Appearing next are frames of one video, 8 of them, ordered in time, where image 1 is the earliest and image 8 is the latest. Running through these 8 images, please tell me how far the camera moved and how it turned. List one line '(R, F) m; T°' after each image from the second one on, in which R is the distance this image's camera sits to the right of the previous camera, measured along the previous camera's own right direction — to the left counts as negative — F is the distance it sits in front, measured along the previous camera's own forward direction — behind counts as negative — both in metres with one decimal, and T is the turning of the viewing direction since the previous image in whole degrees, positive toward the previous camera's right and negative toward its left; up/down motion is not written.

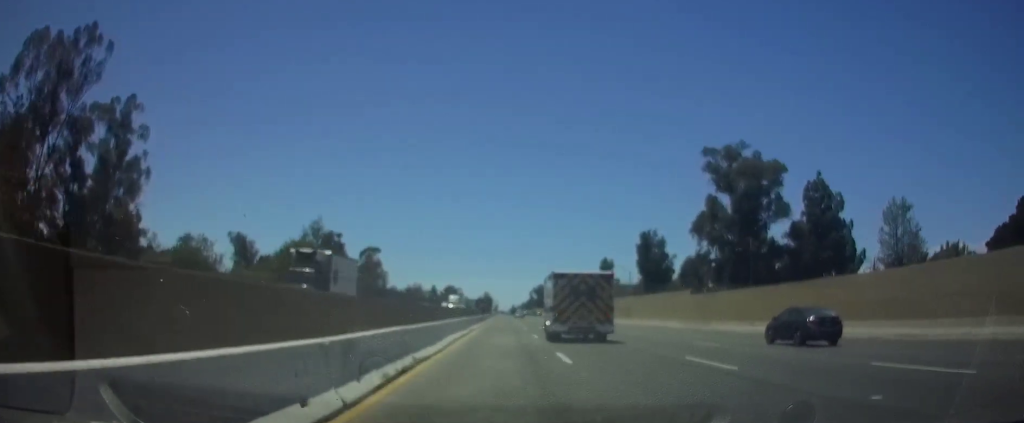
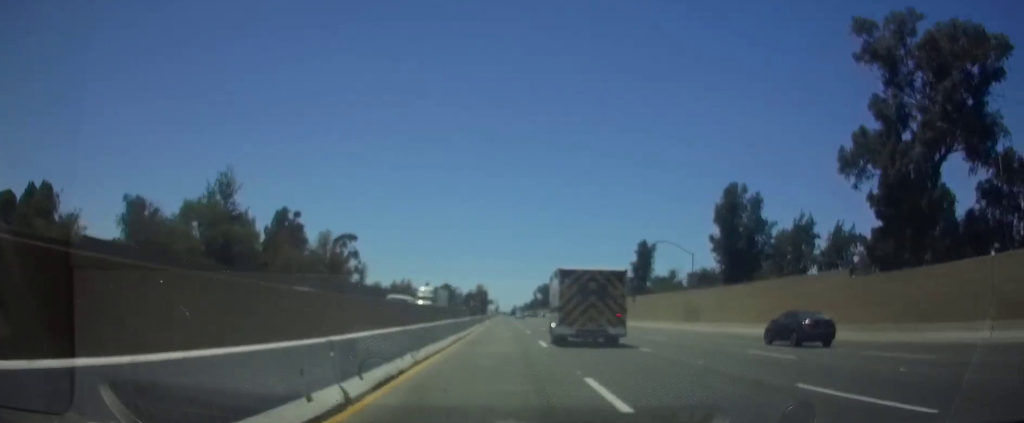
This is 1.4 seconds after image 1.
(0.0, +36.2) m; 0°
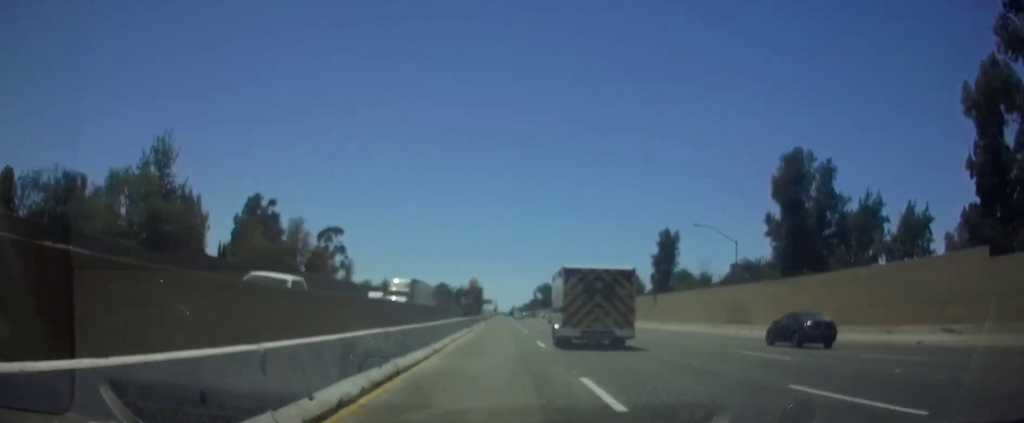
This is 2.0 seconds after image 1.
(0.0, +14.5) m; 0°
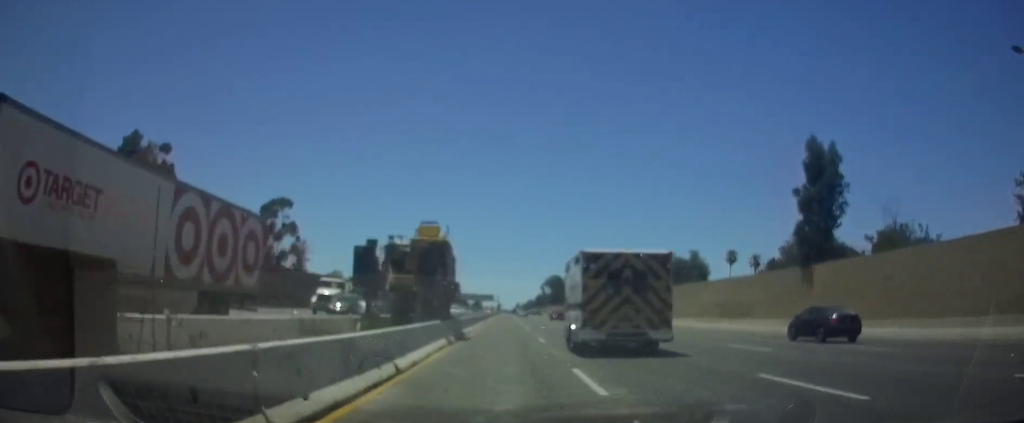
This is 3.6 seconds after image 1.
(0.0, +42.6) m; 0°
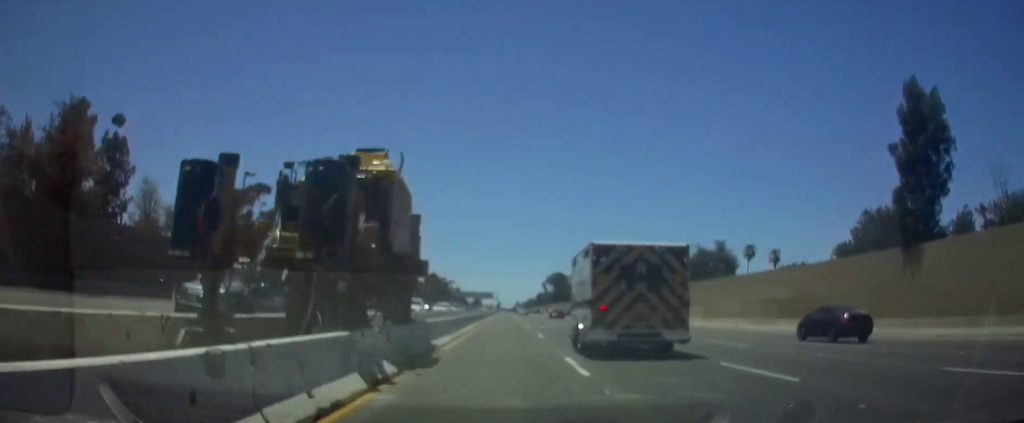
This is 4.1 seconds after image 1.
(-0.1, +12.3) m; 0°
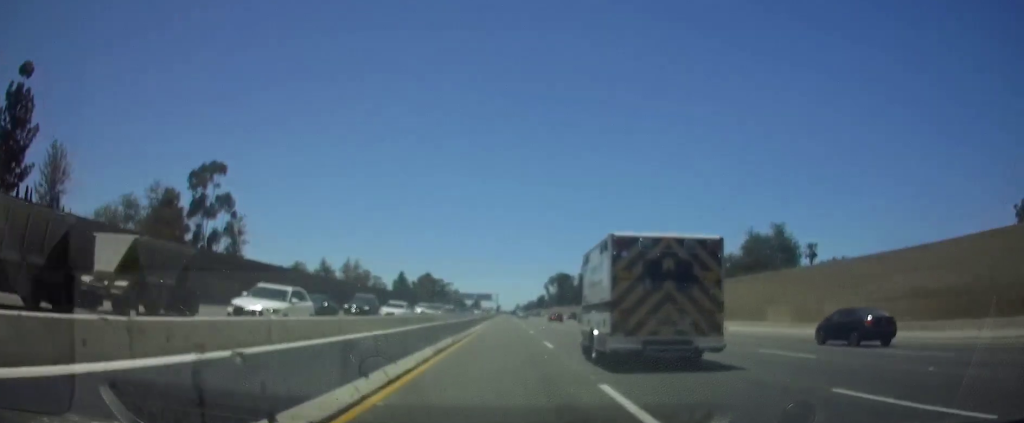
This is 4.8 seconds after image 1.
(-0.1, +19.5) m; 0°
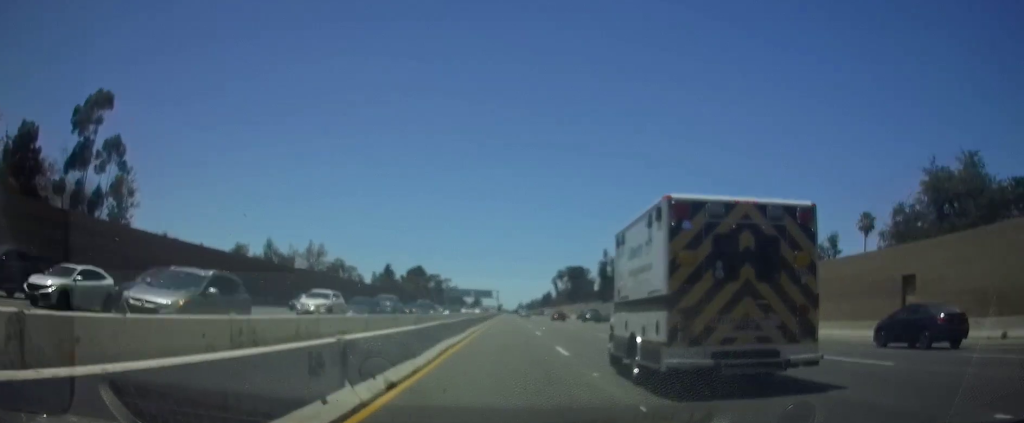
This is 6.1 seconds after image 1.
(+0.1, +33.2) m; 0°
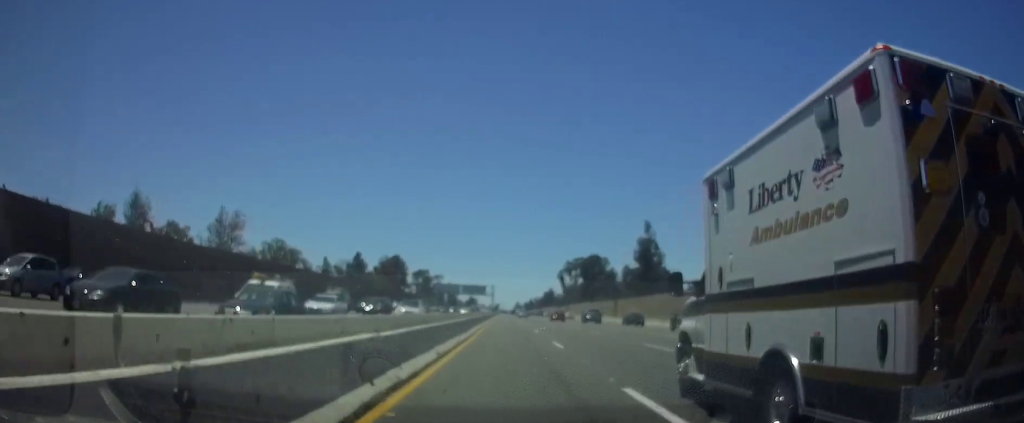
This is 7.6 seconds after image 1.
(0.0, +40.9) m; +1°
